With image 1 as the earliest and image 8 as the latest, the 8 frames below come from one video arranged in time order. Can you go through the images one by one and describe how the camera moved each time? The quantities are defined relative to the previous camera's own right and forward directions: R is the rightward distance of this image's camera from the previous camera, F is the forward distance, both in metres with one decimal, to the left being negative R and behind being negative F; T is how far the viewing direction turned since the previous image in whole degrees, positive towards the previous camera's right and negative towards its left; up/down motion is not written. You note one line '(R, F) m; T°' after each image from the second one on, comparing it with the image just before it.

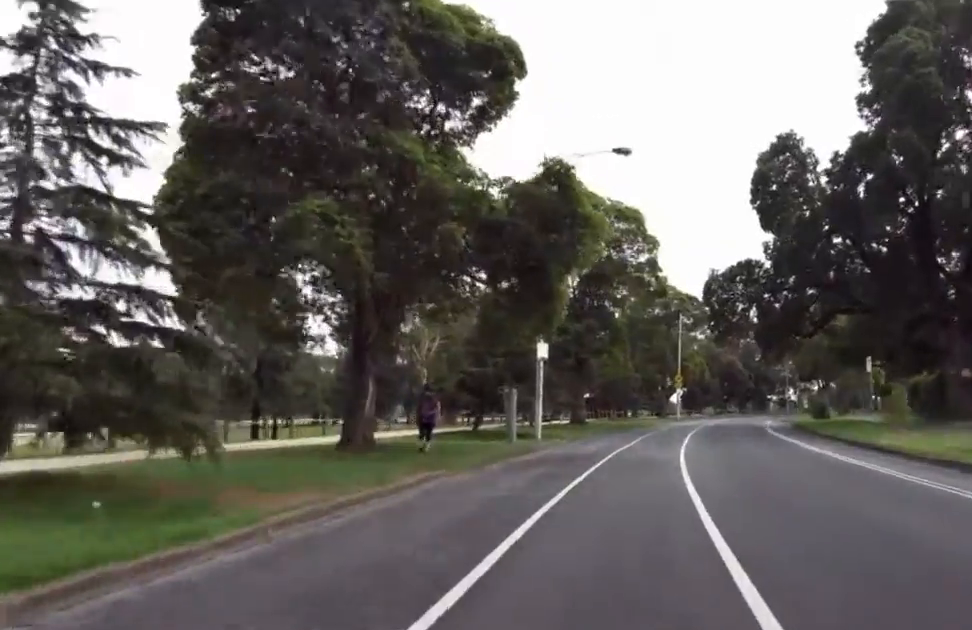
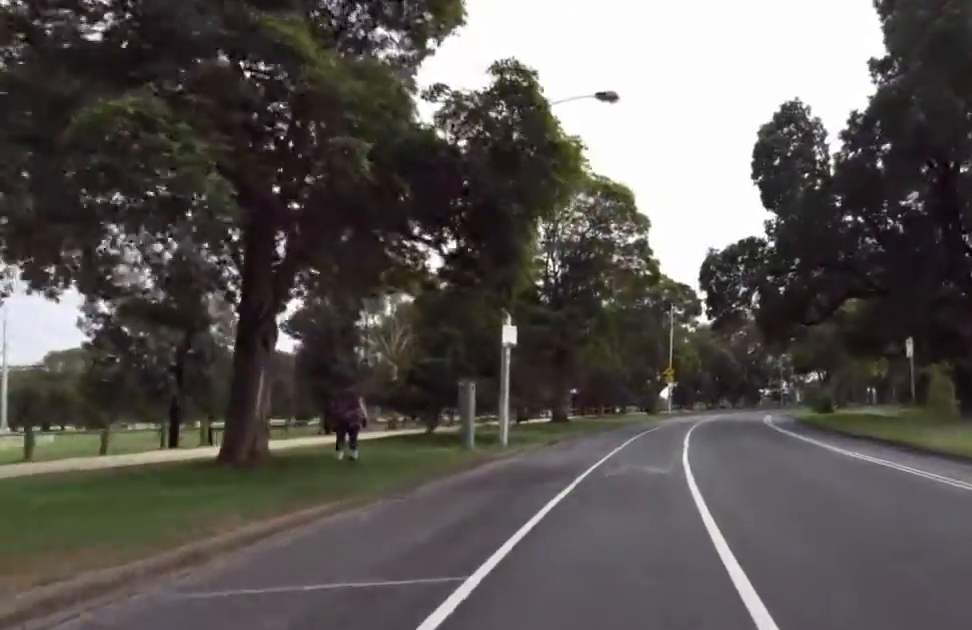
(+0.1, +4.3) m; +1°
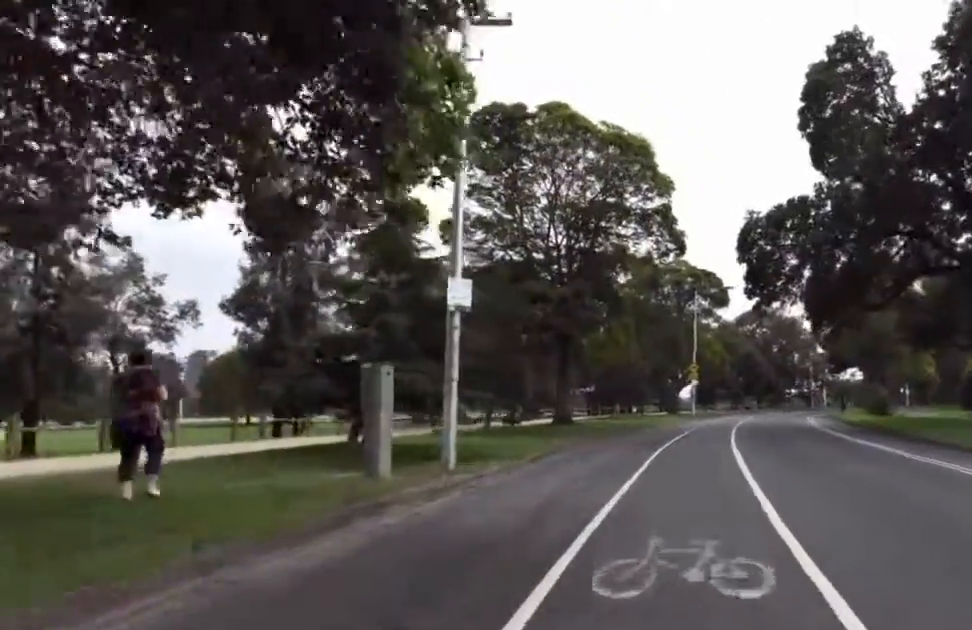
(0.0, +7.5) m; 0°
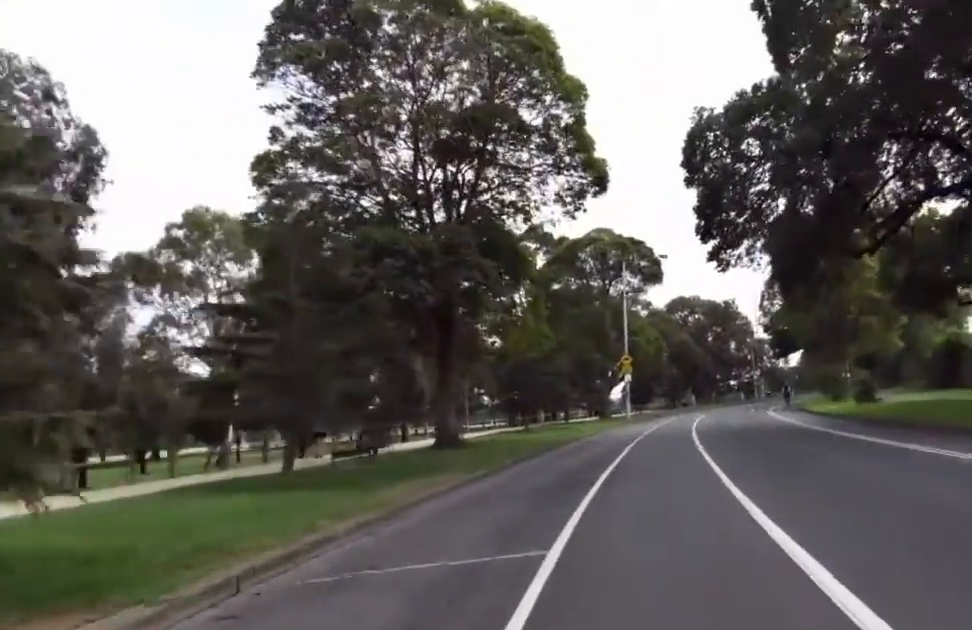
(0.0, +9.1) m; 0°
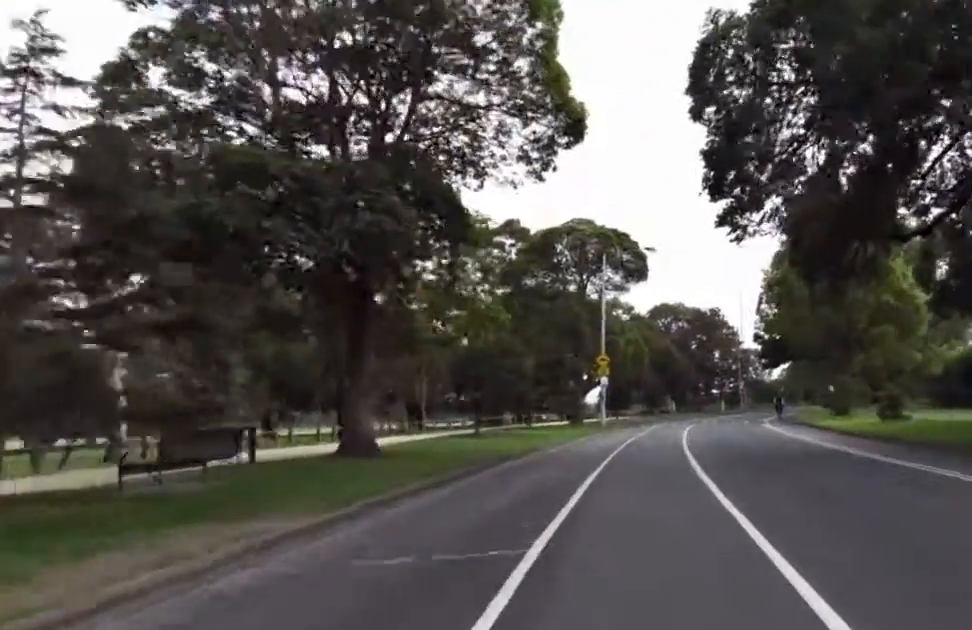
(0.0, +6.2) m; +1°
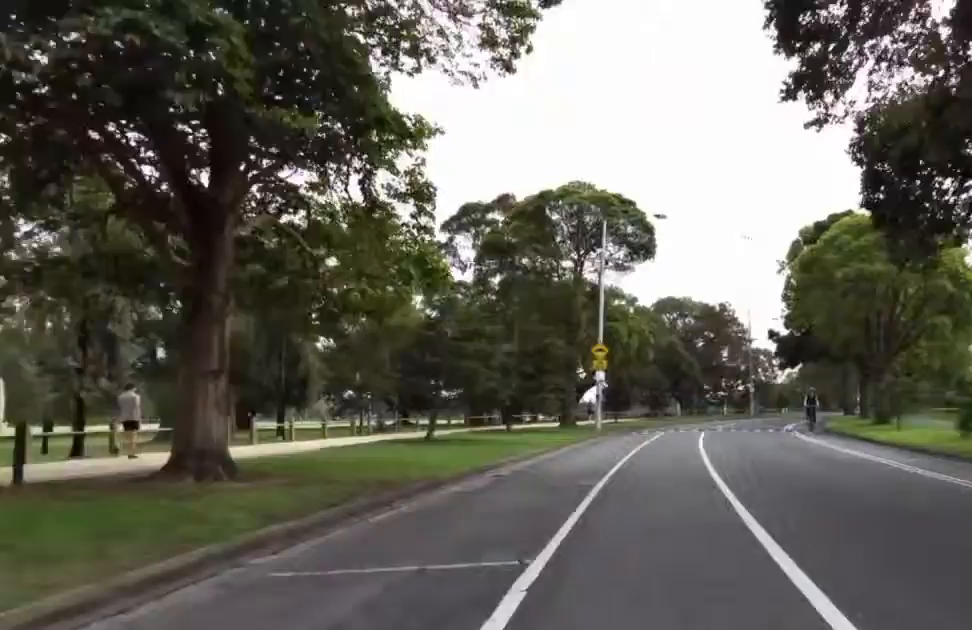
(0.0, +6.6) m; +7°
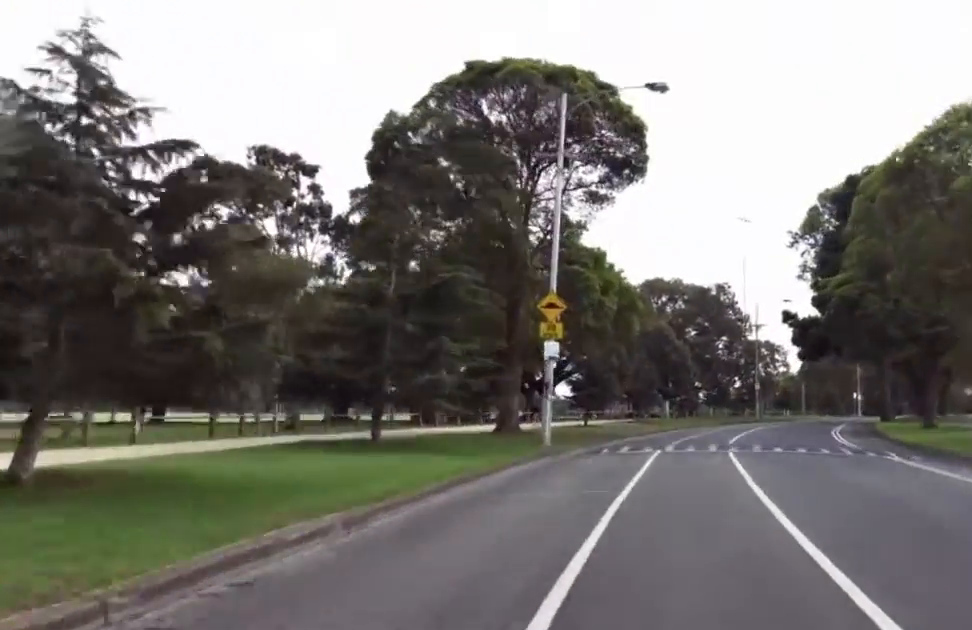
(+2.2, +13.7) m; +4°
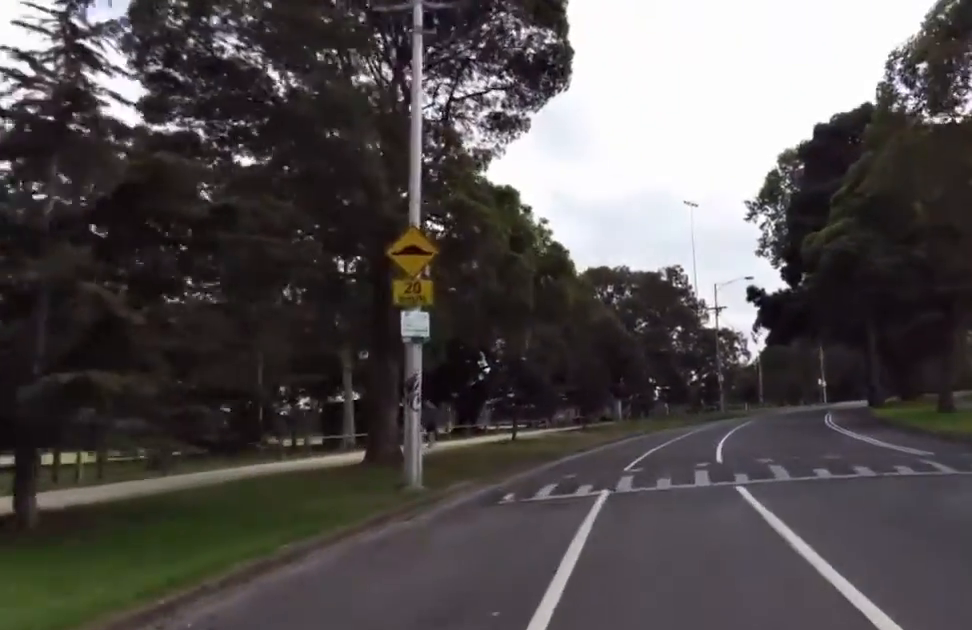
(-1.0, +7.7) m; -1°
